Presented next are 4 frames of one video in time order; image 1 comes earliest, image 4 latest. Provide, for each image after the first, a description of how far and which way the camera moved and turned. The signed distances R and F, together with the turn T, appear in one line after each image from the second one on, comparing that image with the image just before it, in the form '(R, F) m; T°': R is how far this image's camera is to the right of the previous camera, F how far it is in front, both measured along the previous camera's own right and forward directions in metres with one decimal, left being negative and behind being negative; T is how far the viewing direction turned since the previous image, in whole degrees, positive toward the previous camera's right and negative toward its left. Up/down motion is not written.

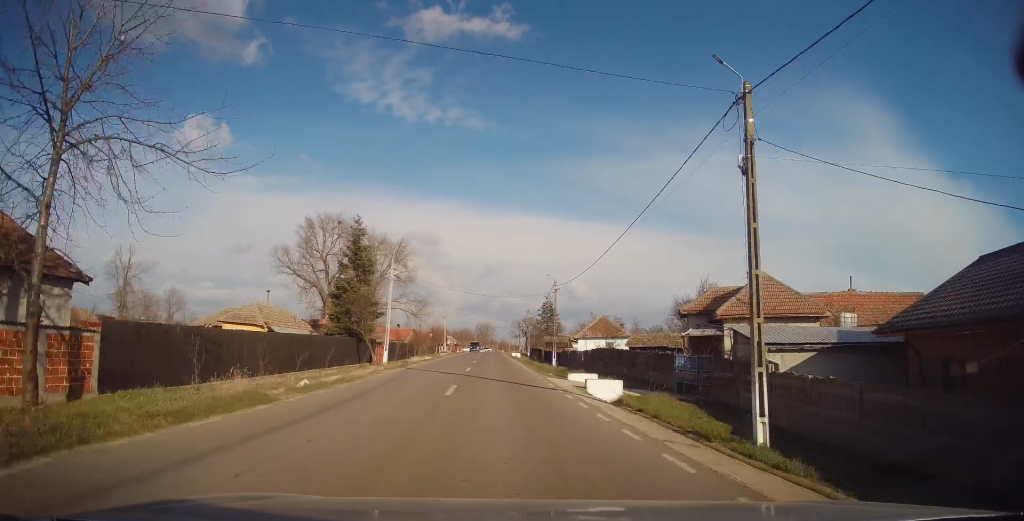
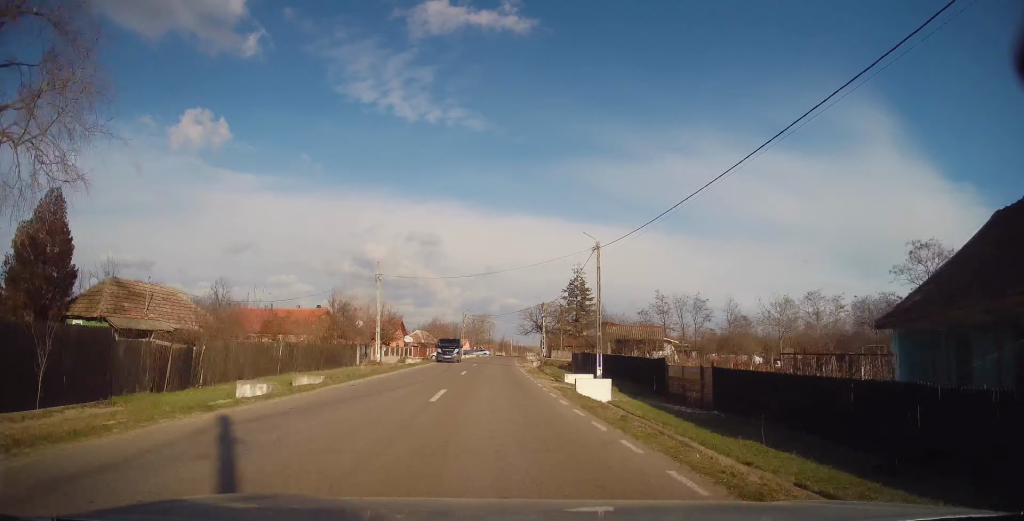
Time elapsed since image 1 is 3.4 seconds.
(0.0, +61.1) m; +1°
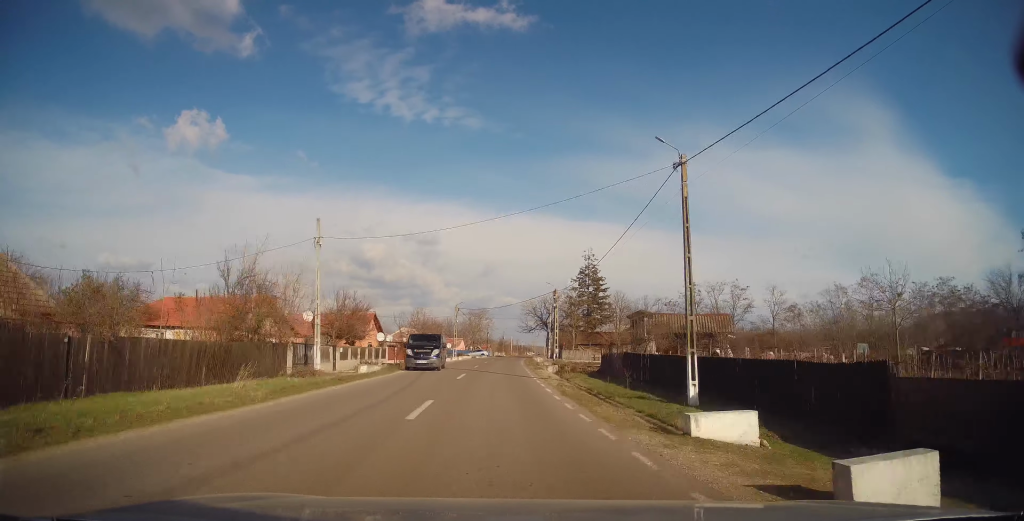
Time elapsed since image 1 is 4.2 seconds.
(+0.1, +14.8) m; +1°
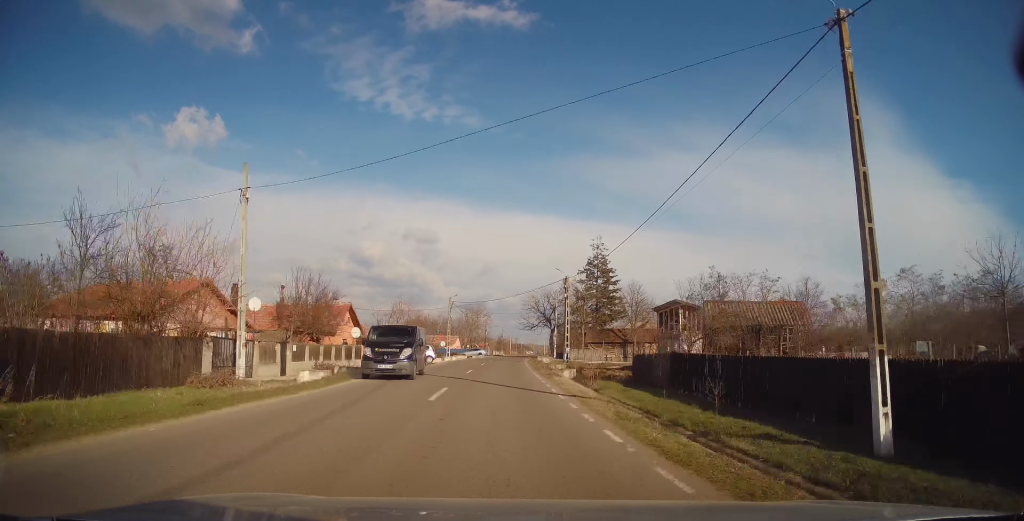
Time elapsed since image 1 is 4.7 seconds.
(+0.2, +8.6) m; 0°
